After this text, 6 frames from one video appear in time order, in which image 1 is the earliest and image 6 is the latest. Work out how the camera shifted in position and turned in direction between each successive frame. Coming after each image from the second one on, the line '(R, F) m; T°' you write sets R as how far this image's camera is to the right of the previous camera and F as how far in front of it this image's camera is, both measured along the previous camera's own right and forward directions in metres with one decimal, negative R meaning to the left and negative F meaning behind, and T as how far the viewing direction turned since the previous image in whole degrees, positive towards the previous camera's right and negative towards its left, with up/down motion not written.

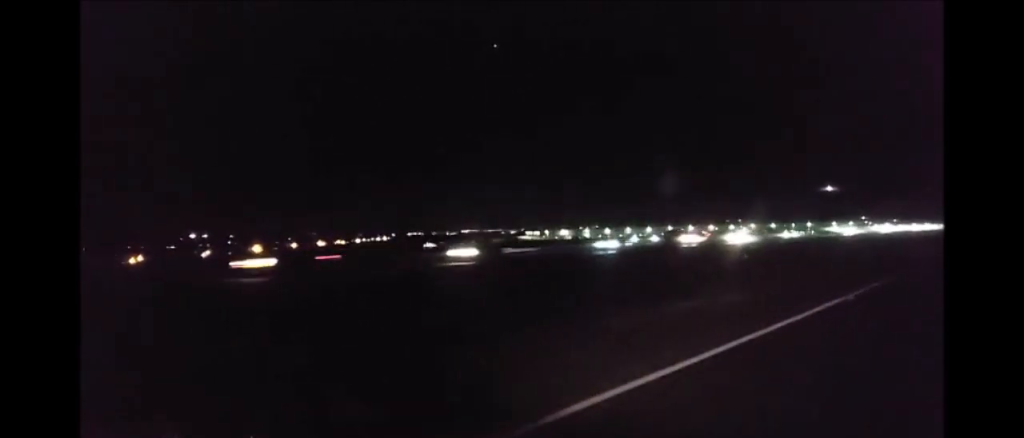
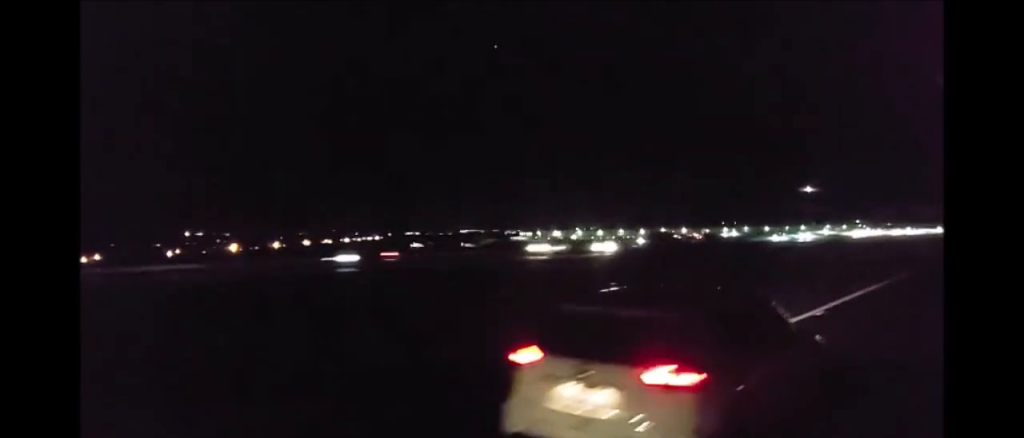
(-0.2, +17.8) m; 0°
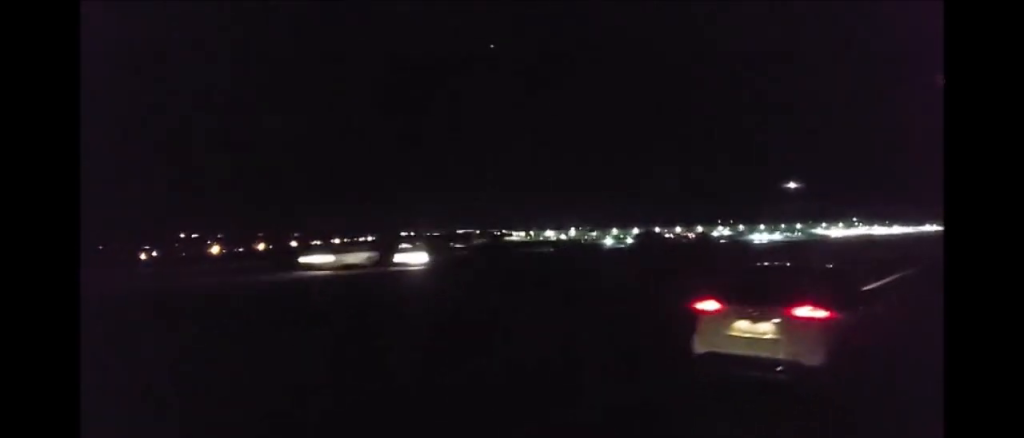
(-0.1, +12.6) m; 0°
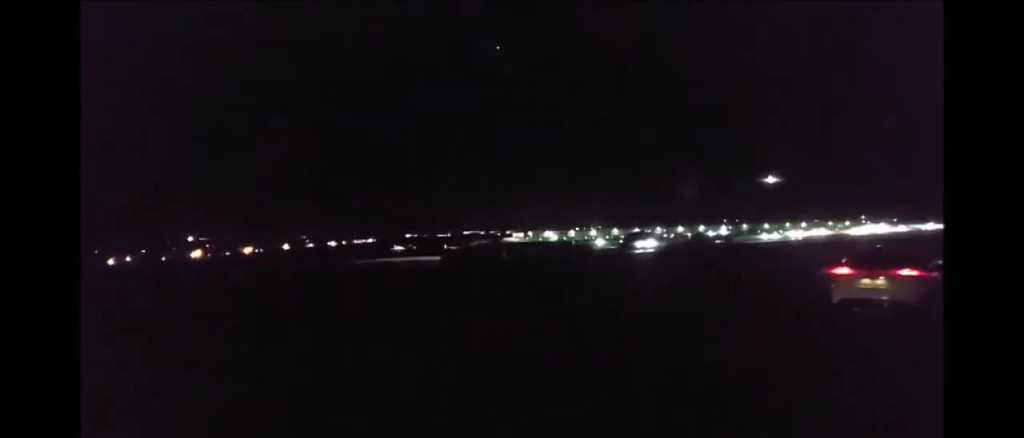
(-0.1, +21.6) m; +1°
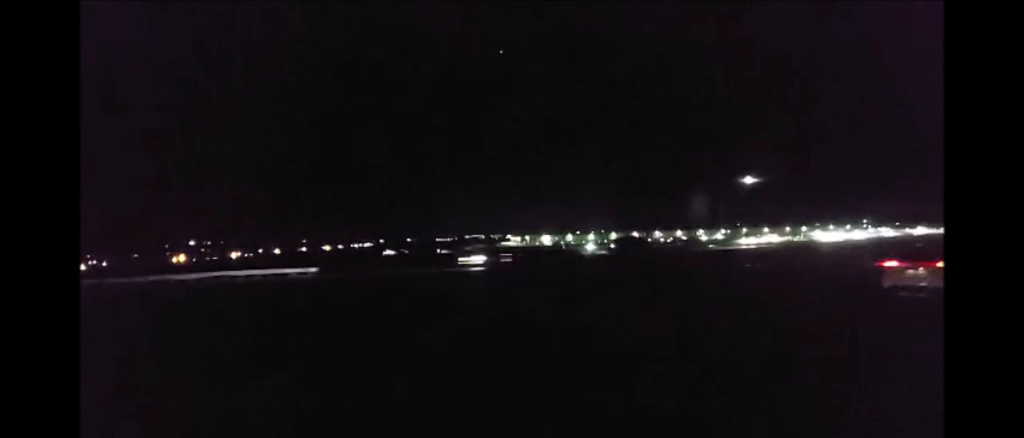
(+0.3, +14.8) m; 0°
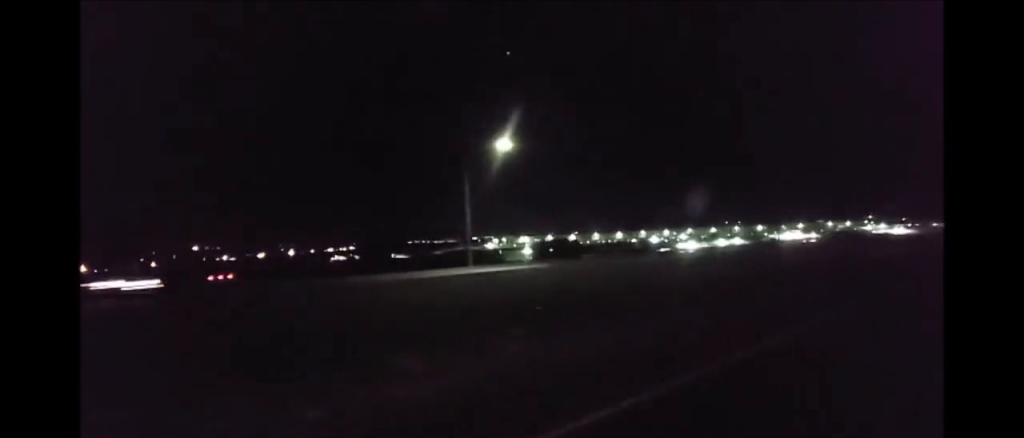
(-1.3, +72.6) m; 0°
